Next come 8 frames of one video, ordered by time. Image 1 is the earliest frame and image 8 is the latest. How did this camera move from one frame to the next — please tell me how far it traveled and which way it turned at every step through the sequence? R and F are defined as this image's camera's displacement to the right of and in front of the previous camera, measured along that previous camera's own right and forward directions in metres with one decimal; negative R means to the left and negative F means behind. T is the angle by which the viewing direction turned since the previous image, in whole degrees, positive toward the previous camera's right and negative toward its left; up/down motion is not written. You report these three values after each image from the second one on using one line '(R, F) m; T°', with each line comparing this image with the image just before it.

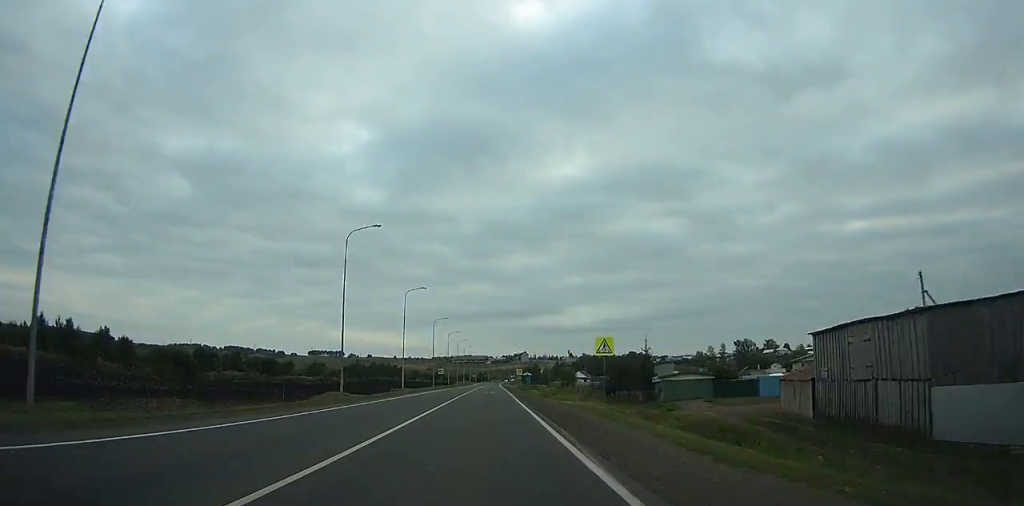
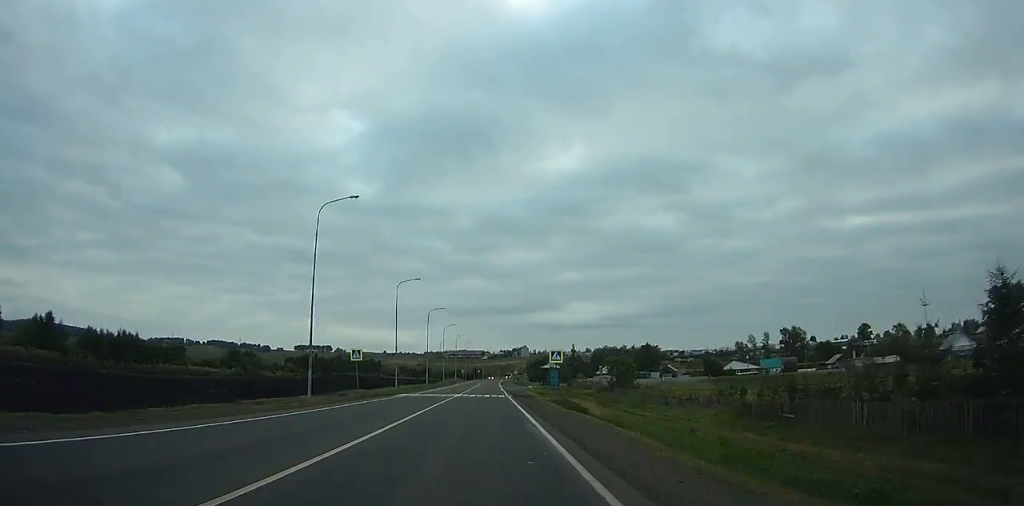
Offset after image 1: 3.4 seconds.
(+0.4, +67.2) m; 0°
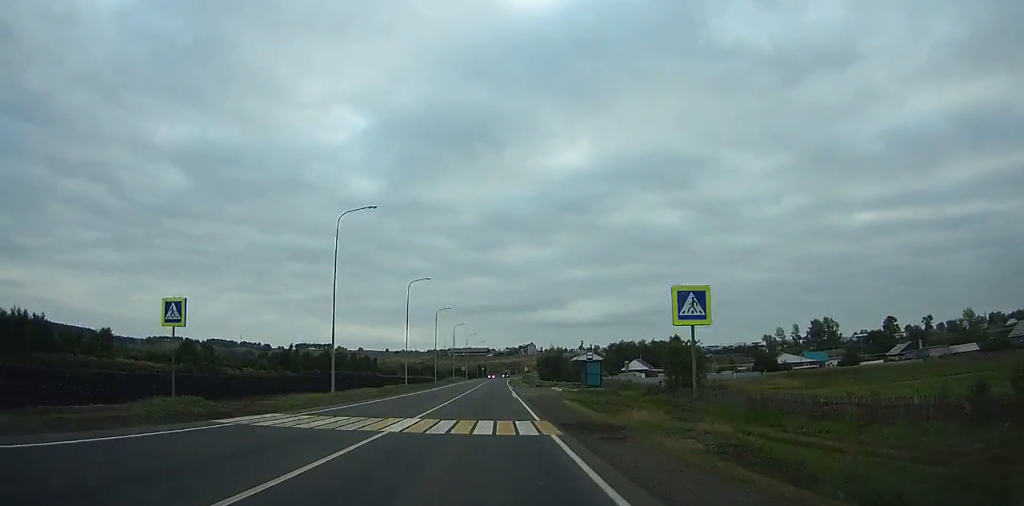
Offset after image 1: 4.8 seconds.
(-0.2, +26.9) m; 0°
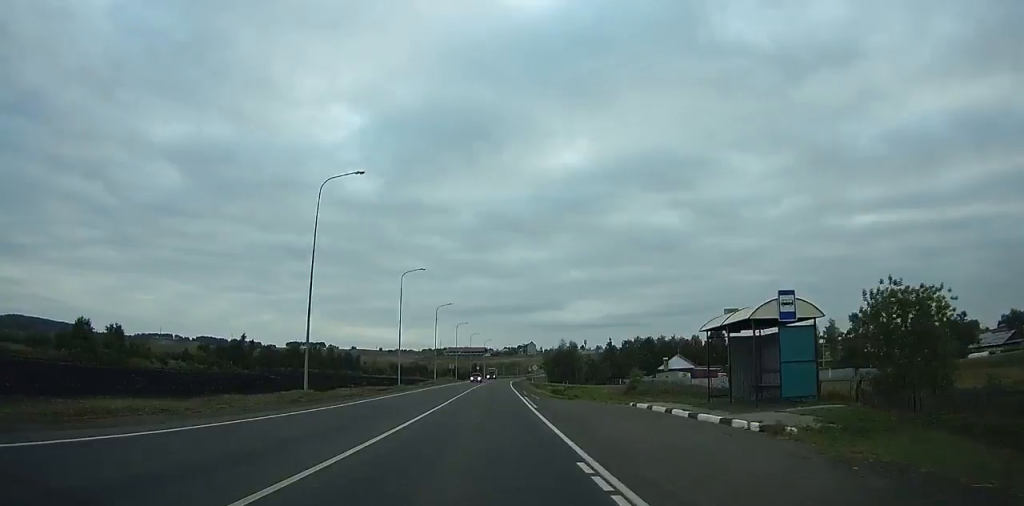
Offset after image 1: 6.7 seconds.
(-0.2, +36.3) m; 0°
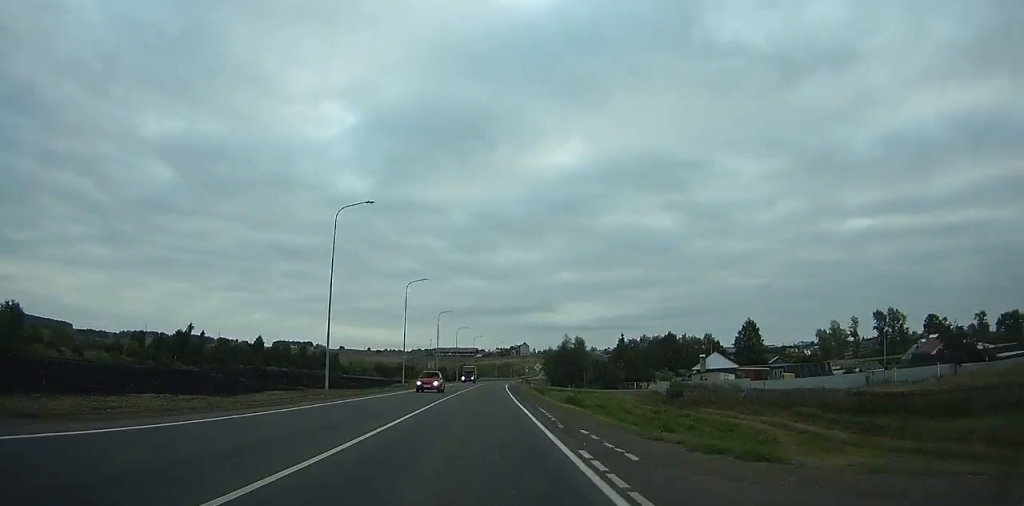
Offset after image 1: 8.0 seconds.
(+0.1, +24.1) m; 0°
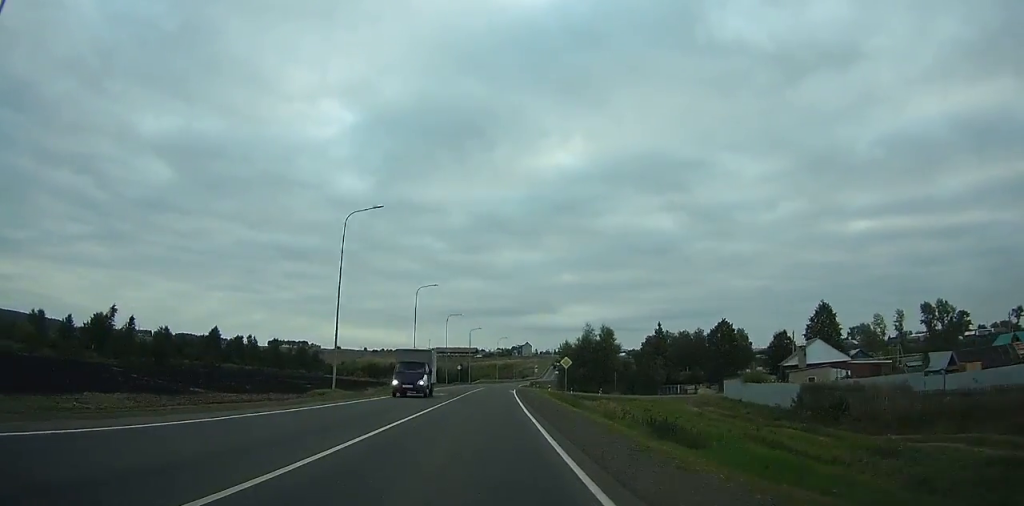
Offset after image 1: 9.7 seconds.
(0.0, +31.3) m; 0°
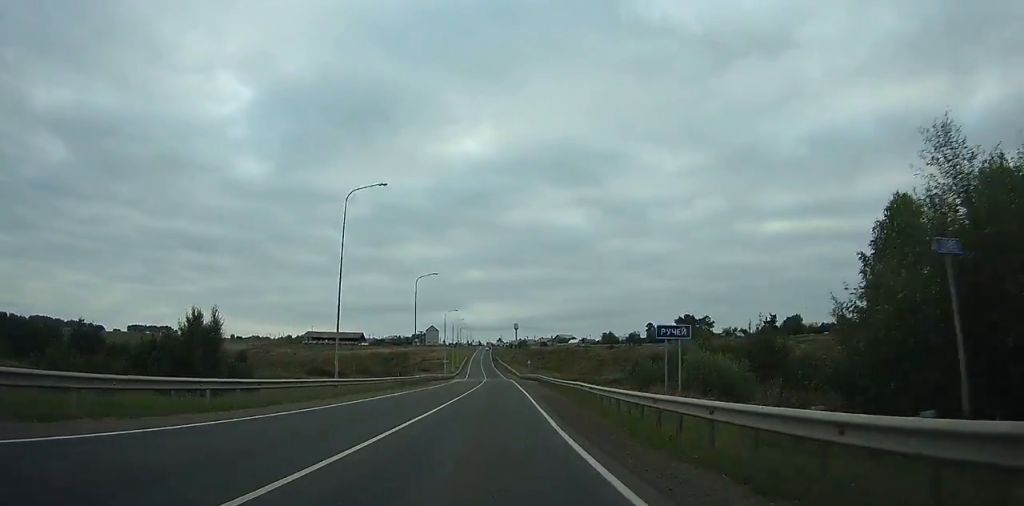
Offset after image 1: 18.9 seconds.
(+8.2, +162.5) m; +8°
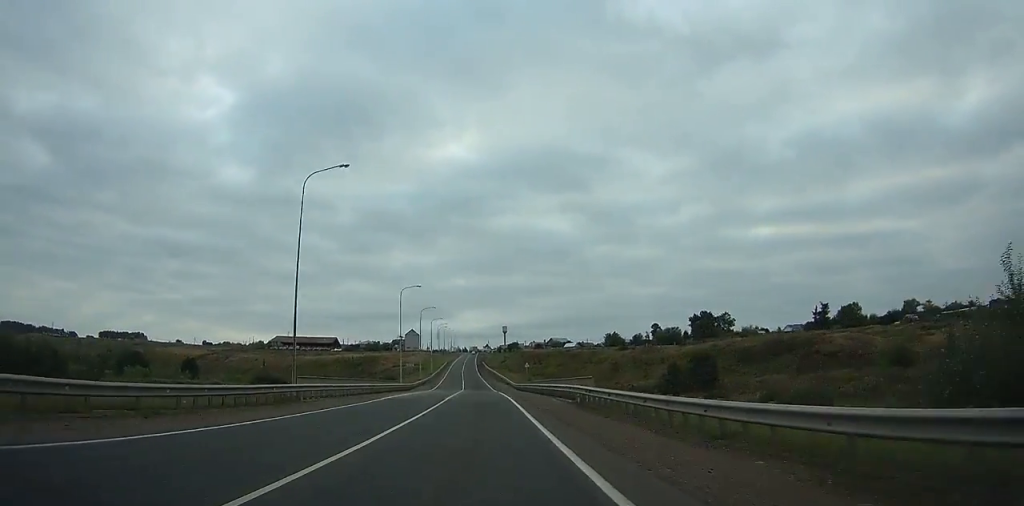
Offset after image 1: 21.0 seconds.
(+1.4, +36.7) m; +2°
